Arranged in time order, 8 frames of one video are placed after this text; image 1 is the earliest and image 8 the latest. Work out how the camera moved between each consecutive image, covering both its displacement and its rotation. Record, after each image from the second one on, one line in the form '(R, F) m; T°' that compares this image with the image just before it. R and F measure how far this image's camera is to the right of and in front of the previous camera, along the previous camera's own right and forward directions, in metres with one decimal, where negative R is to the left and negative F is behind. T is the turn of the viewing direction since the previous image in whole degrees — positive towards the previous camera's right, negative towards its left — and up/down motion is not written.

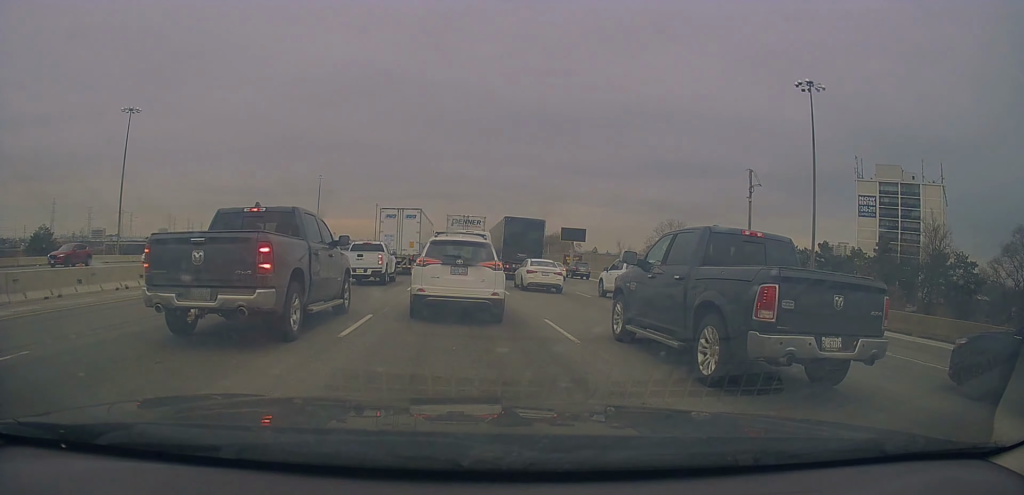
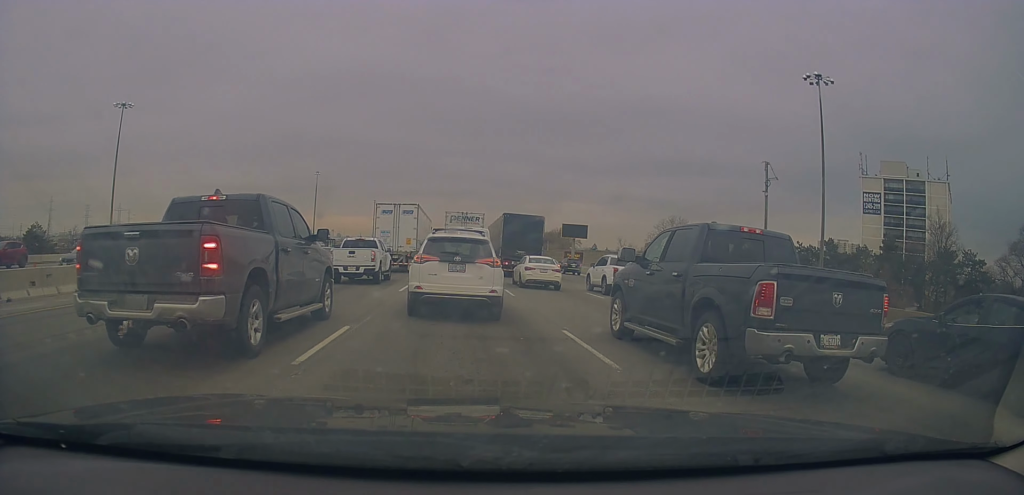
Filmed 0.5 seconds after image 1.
(+0.1, +2.5) m; 0°
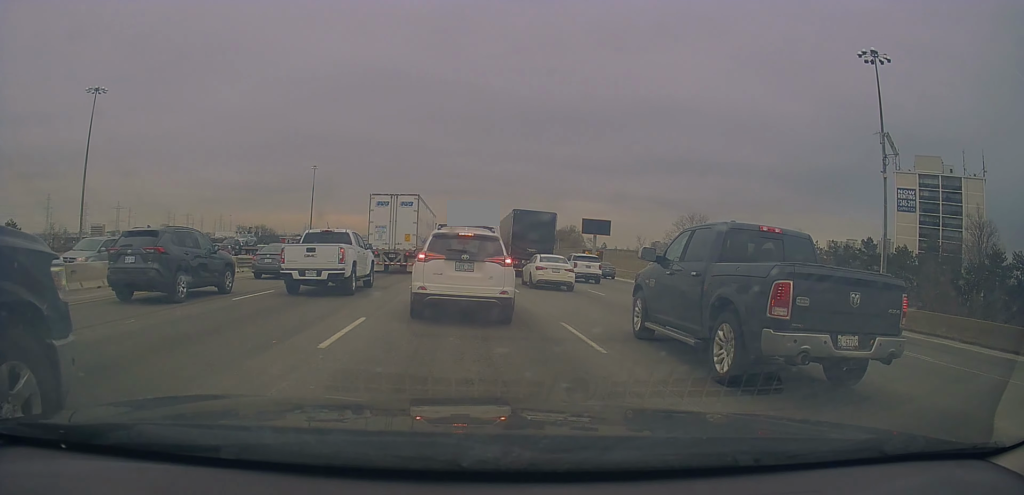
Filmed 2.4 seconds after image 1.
(0.0, +10.6) m; 0°
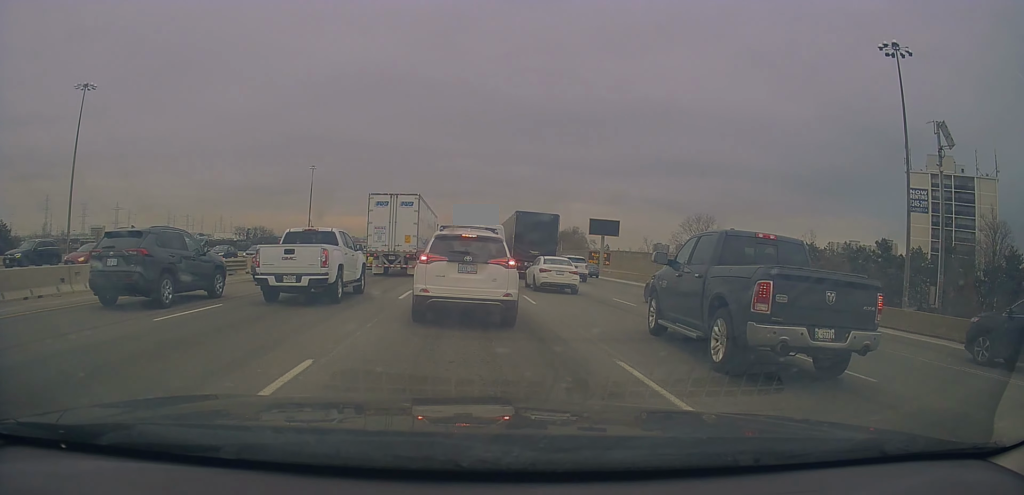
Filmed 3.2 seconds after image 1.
(0.0, +4.2) m; +1°
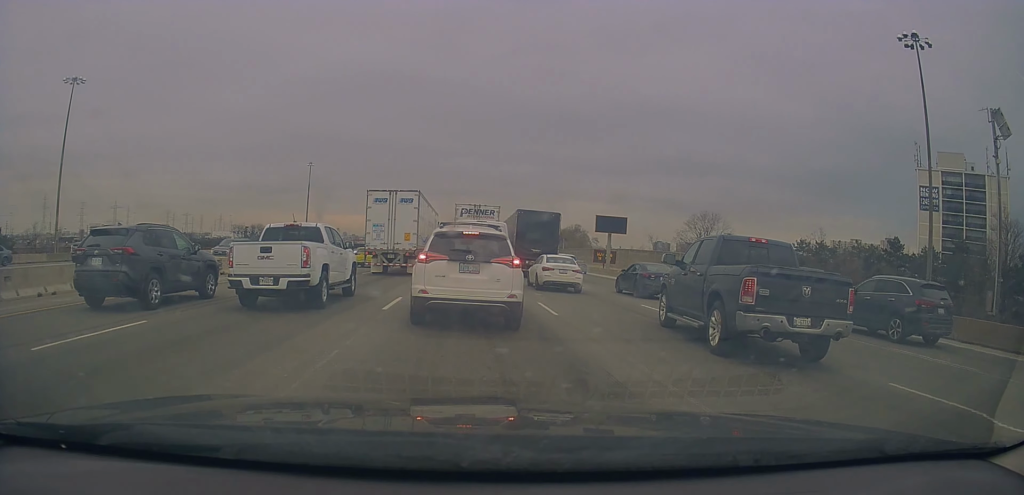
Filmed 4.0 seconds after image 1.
(0.0, +3.6) m; +2°
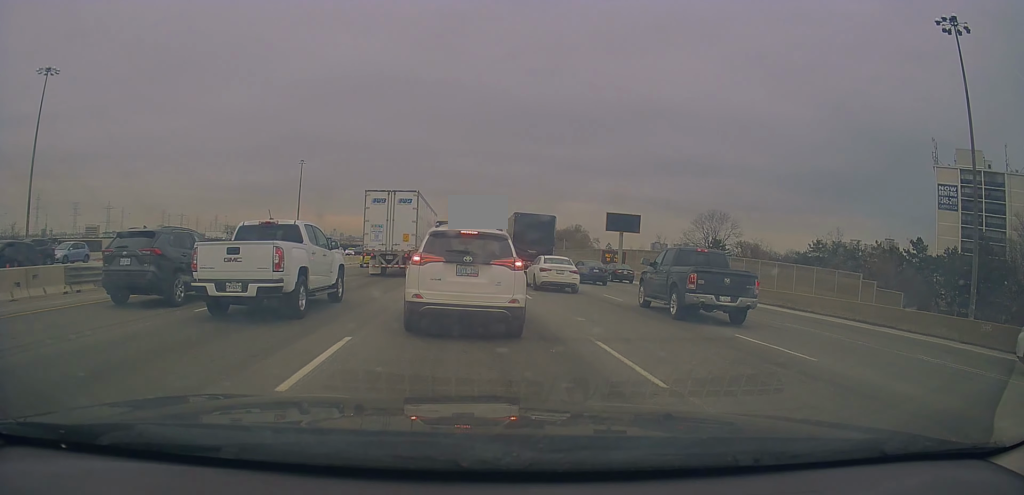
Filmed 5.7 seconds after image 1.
(+0.1, +7.6) m; -2°
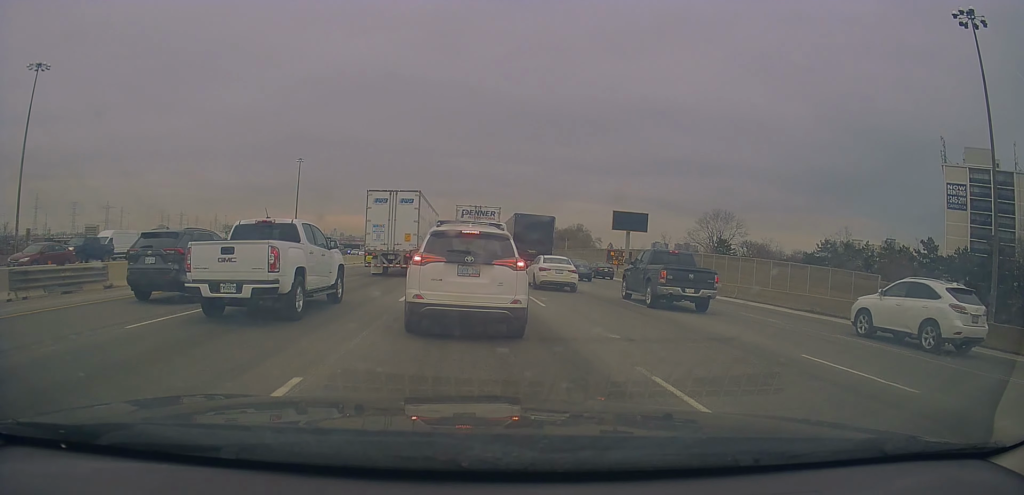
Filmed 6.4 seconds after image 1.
(-0.1, +2.8) m; -1°
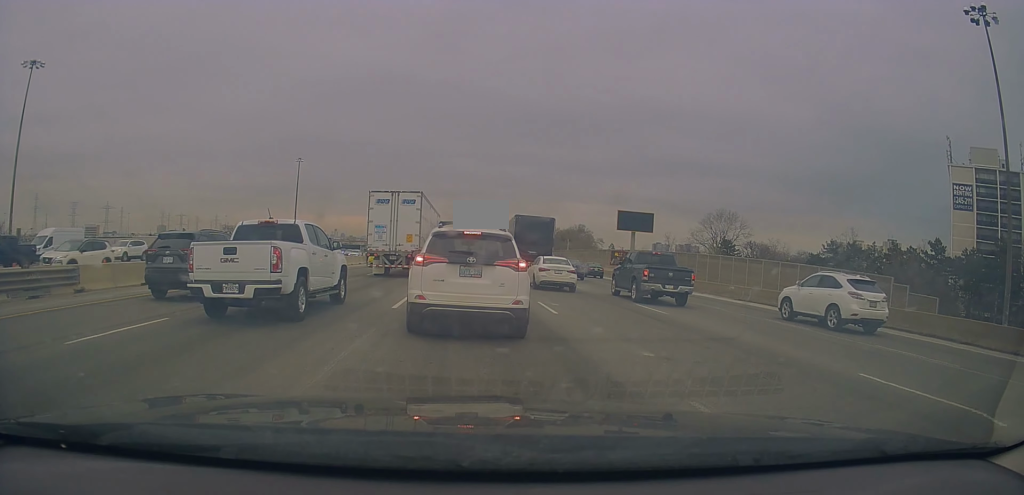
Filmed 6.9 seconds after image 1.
(-0.1, +1.9) m; 0°
